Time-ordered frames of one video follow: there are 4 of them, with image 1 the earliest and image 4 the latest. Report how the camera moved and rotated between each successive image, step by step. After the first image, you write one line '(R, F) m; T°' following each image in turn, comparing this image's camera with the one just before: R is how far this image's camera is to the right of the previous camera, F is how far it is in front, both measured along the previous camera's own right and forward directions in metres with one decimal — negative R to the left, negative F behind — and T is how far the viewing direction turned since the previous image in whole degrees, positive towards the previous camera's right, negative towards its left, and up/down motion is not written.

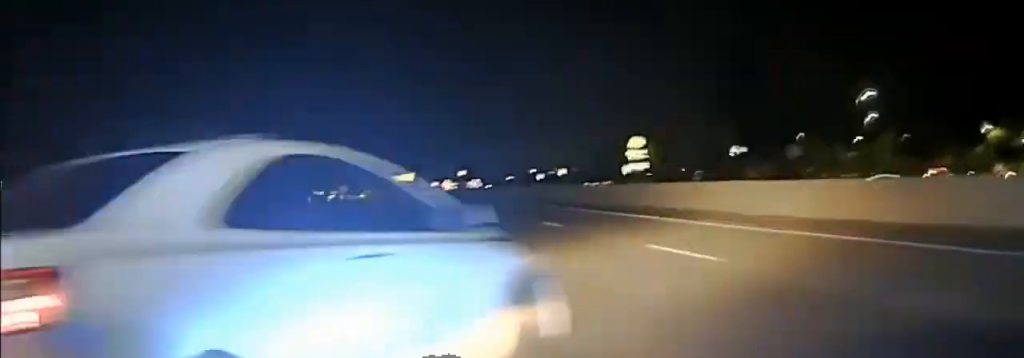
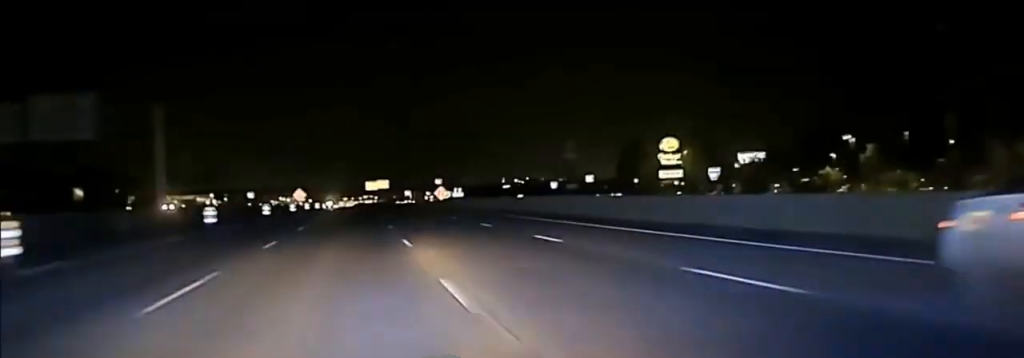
(-0.1, +40.1) m; 0°
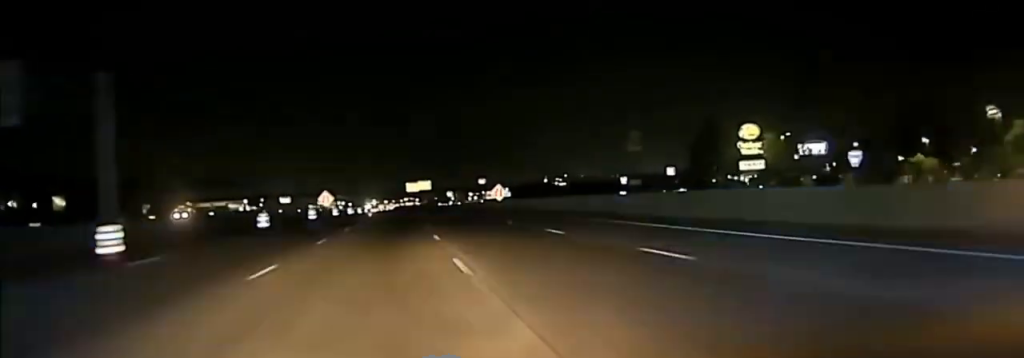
(-0.2, +20.8) m; 0°
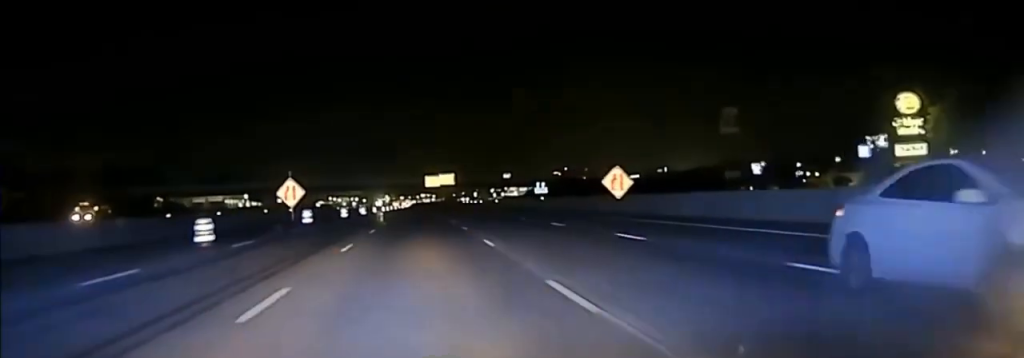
(0.0, +49.7) m; 0°
